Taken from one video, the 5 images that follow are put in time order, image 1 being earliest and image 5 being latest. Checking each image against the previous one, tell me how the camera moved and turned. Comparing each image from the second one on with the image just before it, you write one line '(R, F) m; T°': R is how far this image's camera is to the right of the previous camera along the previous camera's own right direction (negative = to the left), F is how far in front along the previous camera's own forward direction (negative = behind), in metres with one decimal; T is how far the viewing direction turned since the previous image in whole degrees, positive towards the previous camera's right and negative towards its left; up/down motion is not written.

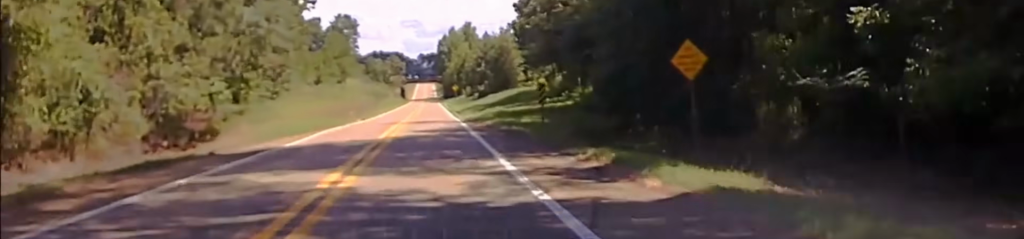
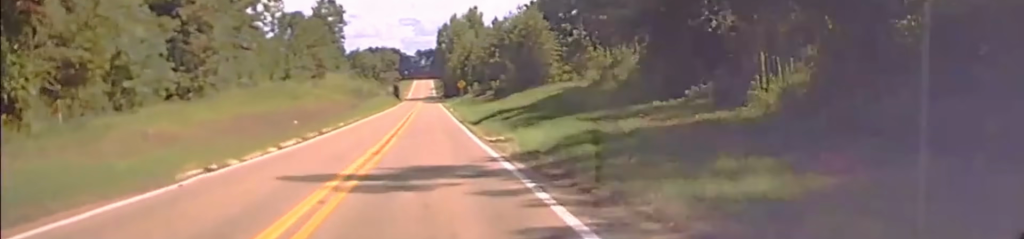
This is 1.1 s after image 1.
(+0.2, +35.6) m; 0°
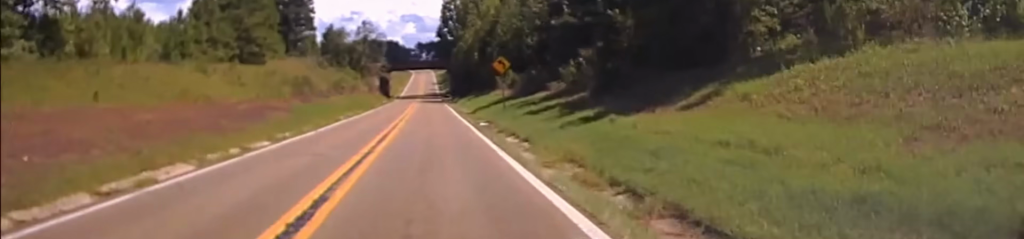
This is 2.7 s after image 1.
(-0.4, +56.8) m; -1°
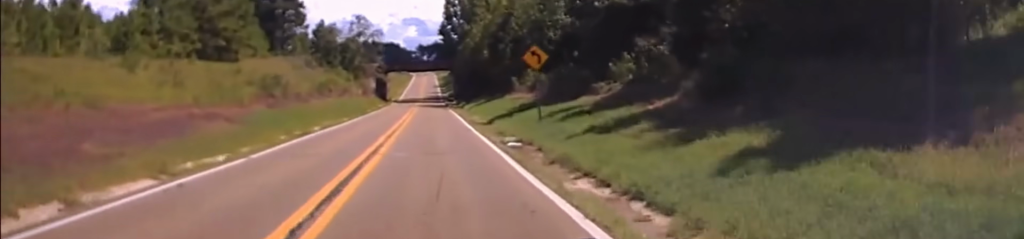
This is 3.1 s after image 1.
(0.0, +16.1) m; 0°
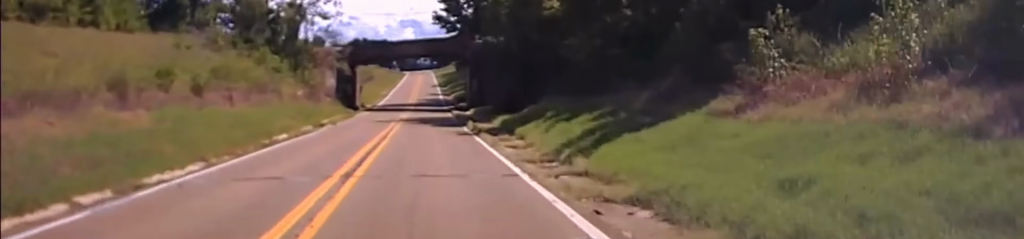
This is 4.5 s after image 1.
(+0.3, +52.1) m; +1°
